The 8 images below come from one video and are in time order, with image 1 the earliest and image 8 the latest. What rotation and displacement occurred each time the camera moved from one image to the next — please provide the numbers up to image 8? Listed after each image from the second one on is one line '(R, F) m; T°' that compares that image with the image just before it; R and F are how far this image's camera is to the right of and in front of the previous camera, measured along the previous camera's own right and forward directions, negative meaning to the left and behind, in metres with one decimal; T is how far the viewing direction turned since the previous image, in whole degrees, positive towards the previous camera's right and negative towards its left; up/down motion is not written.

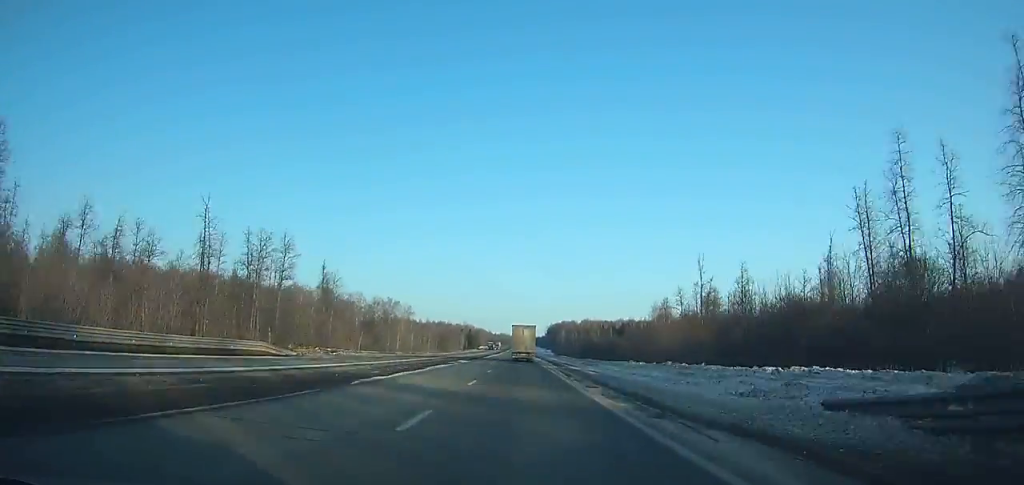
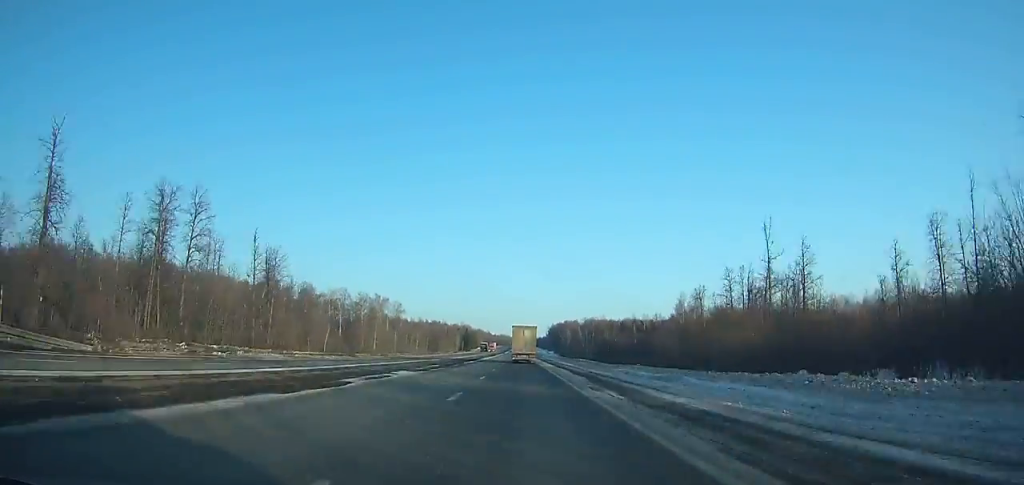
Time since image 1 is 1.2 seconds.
(0.0, +30.5) m; 0°
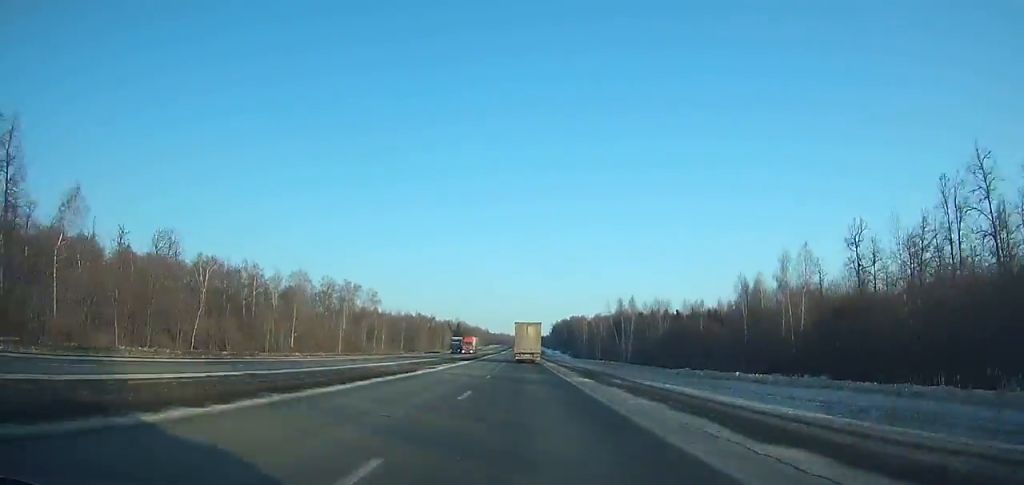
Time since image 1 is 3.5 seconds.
(+0.1, +59.1) m; 0°
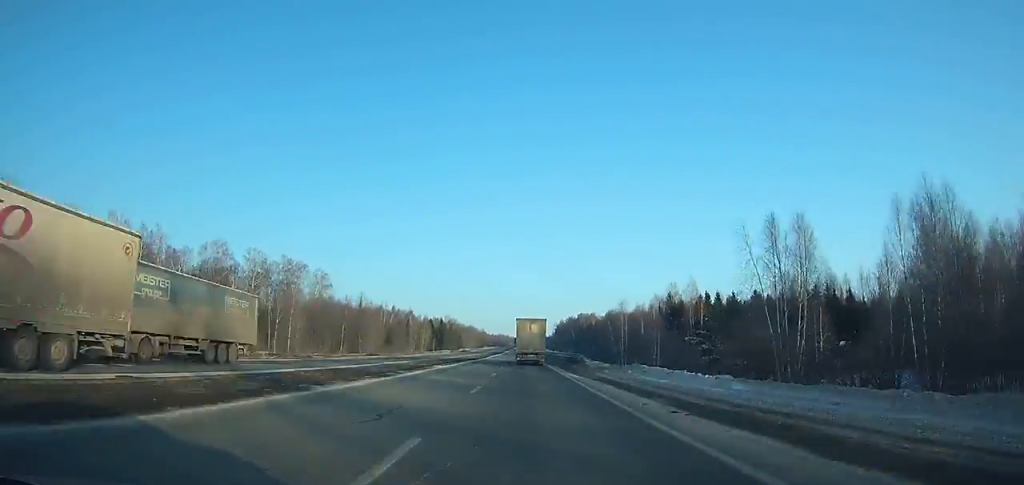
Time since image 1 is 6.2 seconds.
(0.0, +71.0) m; 0°
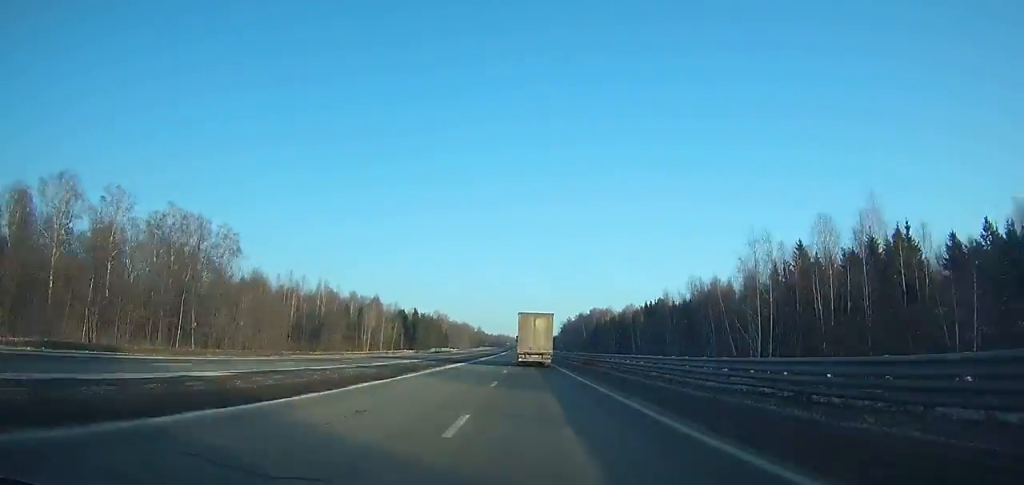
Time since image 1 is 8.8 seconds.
(-0.1, +70.1) m; 0°
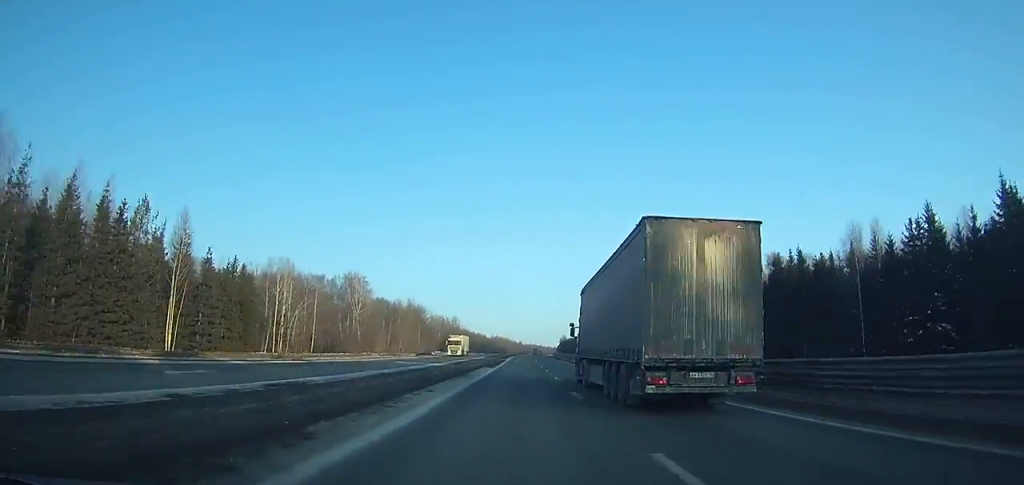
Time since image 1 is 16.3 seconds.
(+0.1, +212.3) m; +1°
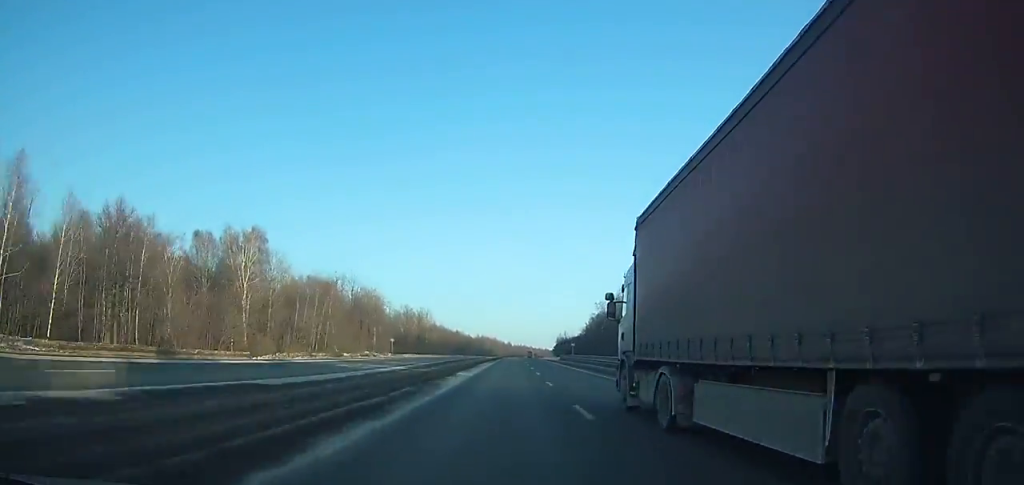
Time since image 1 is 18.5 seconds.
(+0.4, +64.2) m; +1°
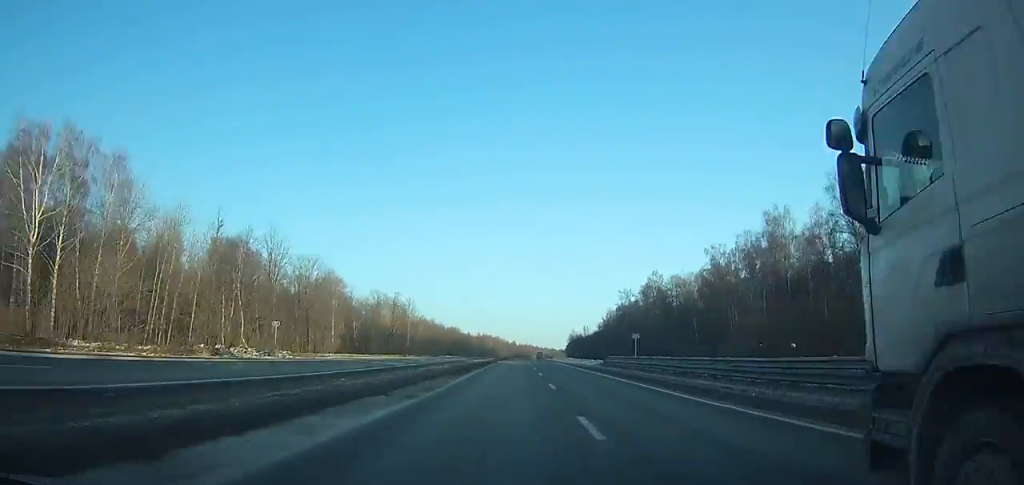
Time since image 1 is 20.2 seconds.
(+0.1, +49.4) m; +1°
